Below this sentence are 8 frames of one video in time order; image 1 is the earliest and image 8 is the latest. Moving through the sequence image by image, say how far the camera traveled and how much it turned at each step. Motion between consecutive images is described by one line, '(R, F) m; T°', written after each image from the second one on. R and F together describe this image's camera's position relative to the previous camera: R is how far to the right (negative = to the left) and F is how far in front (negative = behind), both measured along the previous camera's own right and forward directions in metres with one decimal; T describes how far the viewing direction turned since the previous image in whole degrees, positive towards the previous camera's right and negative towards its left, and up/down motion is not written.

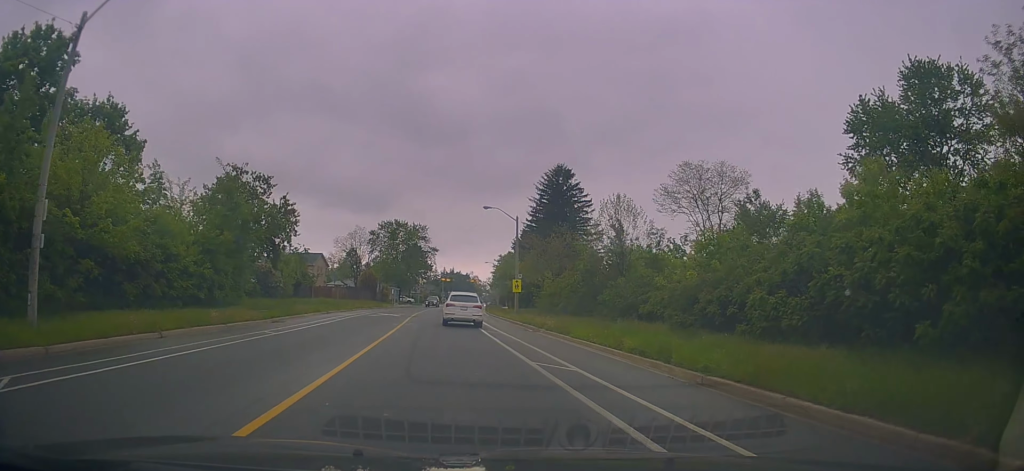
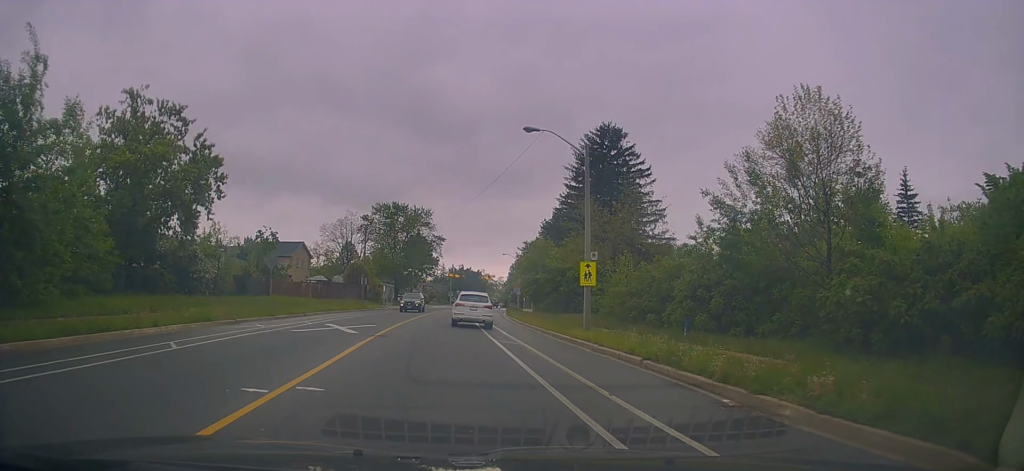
(-0.5, +20.0) m; -4°
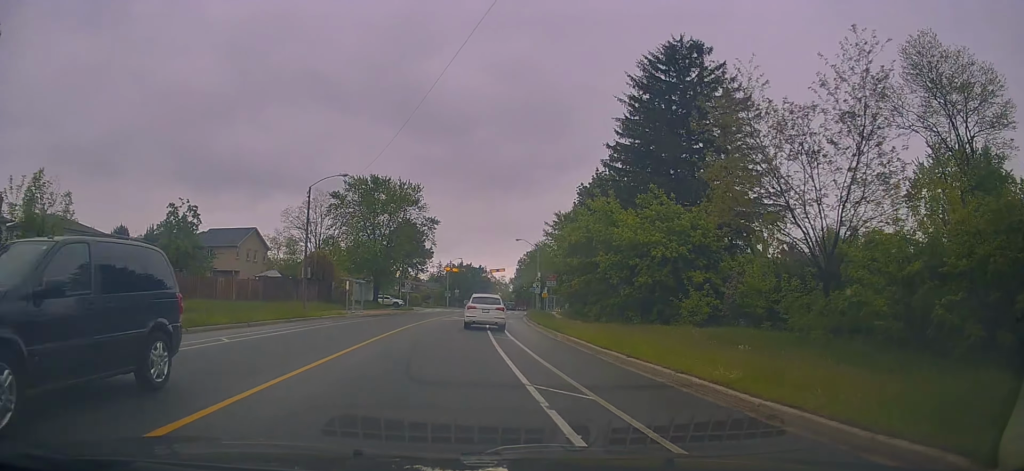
(+0.5, +21.3) m; +3°
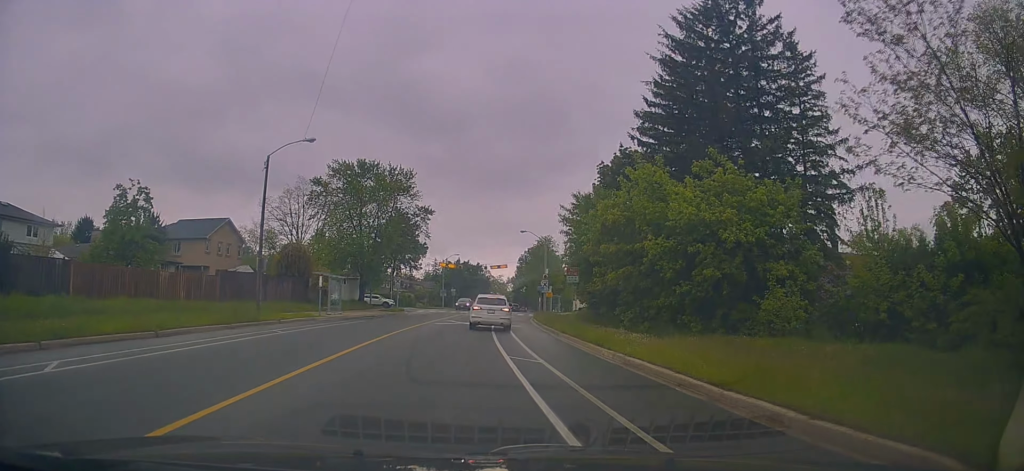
(0.0, +8.1) m; 0°
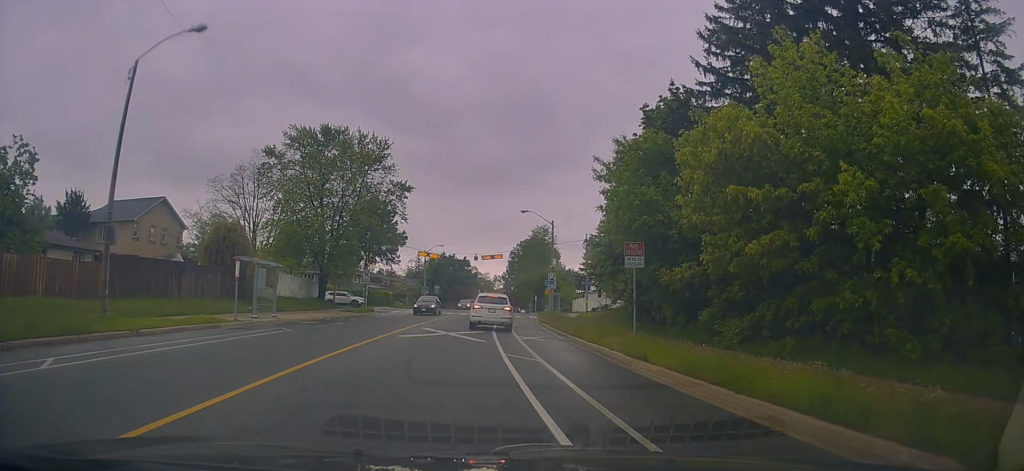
(-0.1, +11.7) m; 0°
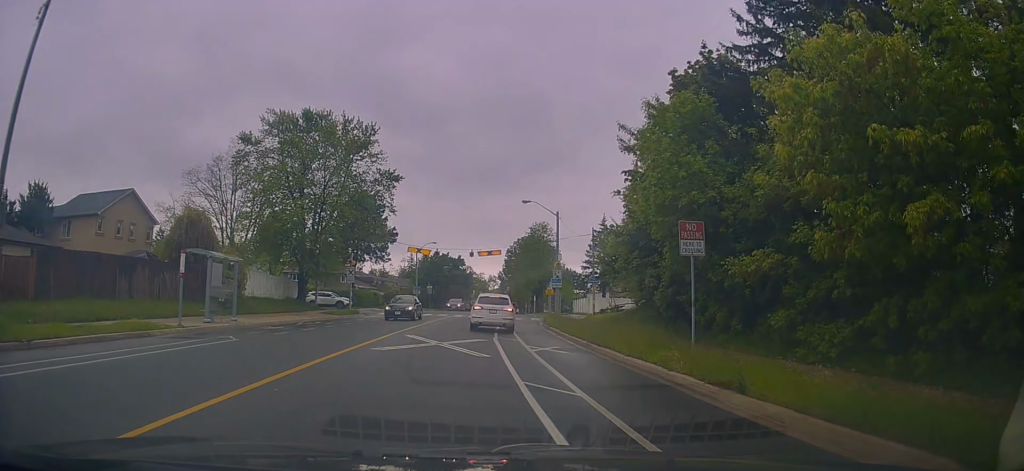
(0.0, +4.6) m; 0°
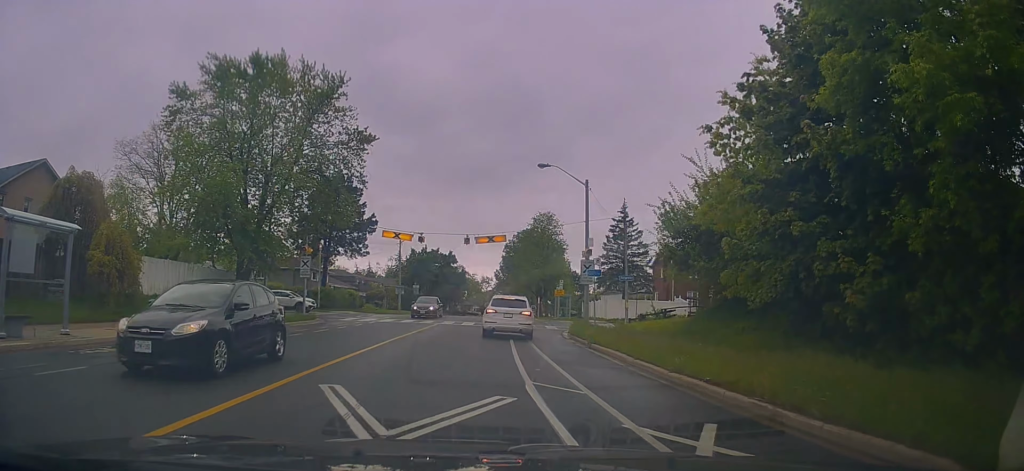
(+0.1, +10.9) m; +3°
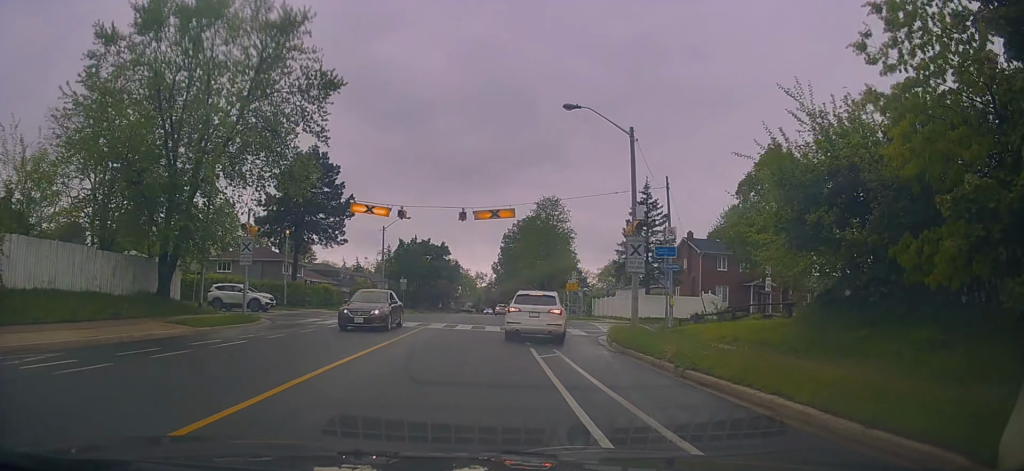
(+0.5, +8.7) m; 0°
